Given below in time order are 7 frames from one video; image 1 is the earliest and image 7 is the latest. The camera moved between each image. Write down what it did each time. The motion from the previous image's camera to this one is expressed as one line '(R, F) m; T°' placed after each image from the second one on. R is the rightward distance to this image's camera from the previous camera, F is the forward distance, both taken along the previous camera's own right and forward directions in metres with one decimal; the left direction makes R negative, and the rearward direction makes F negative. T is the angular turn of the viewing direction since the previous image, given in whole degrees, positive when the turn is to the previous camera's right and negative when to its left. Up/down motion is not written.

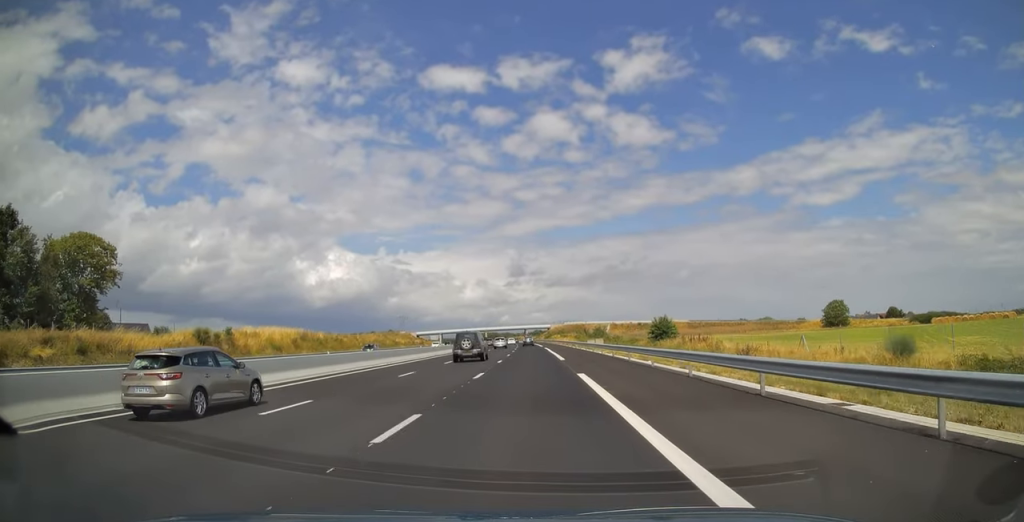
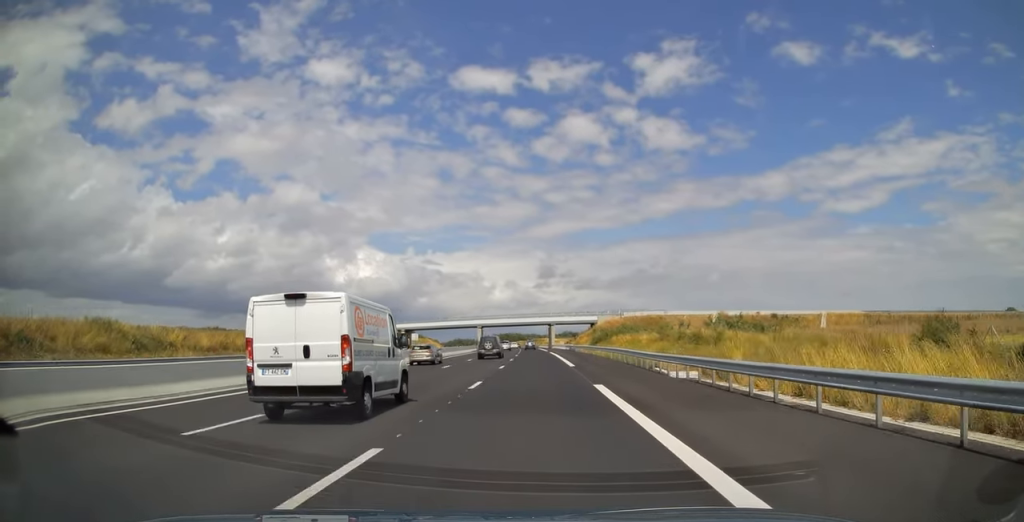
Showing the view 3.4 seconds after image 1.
(-1.1, +108.3) m; -2°
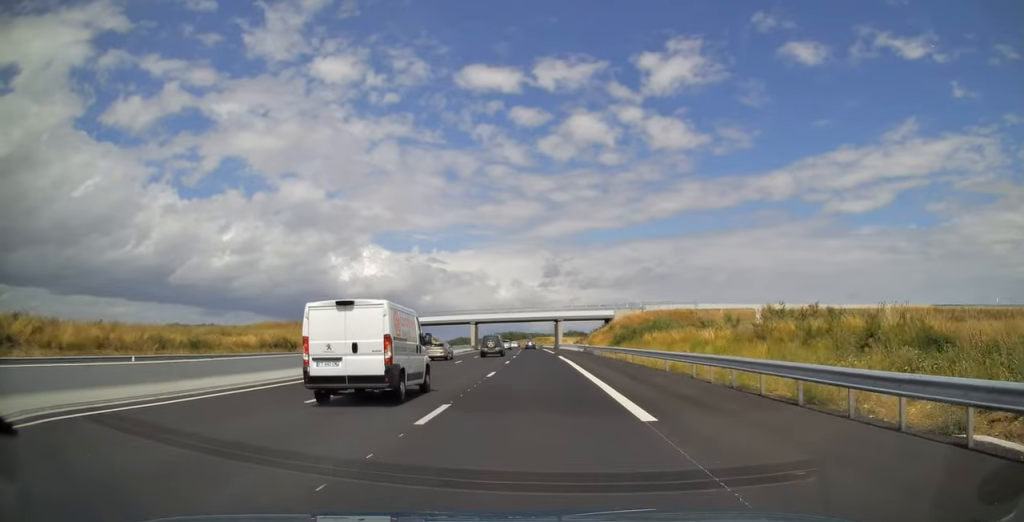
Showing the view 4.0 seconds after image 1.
(-0.3, +21.1) m; -1°
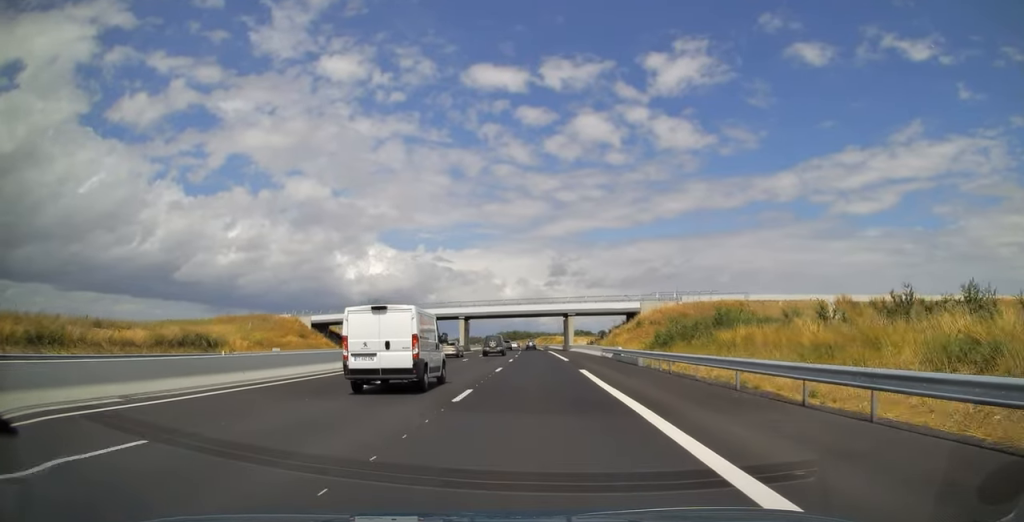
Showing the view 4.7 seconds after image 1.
(-0.1, +22.7) m; 0°
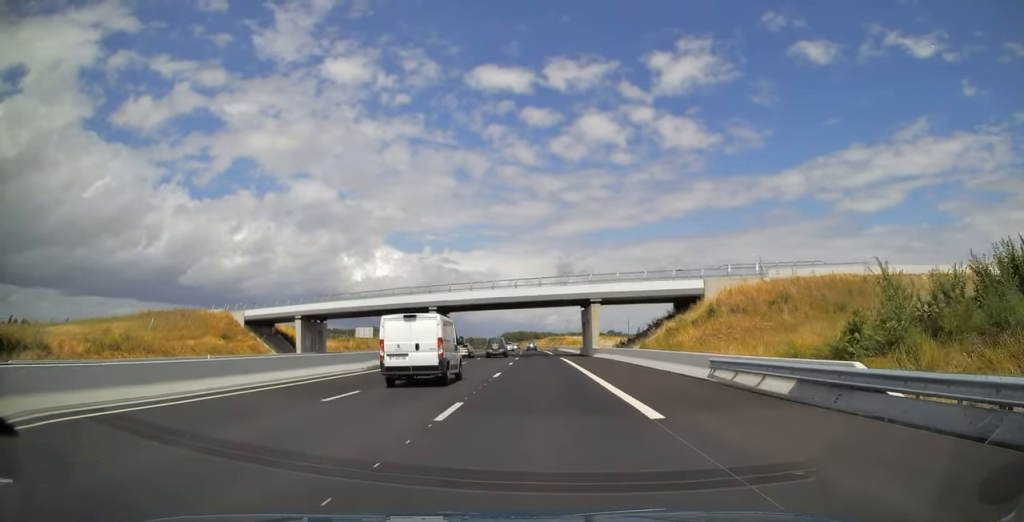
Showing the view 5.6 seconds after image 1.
(-0.1, +29.2) m; 0°
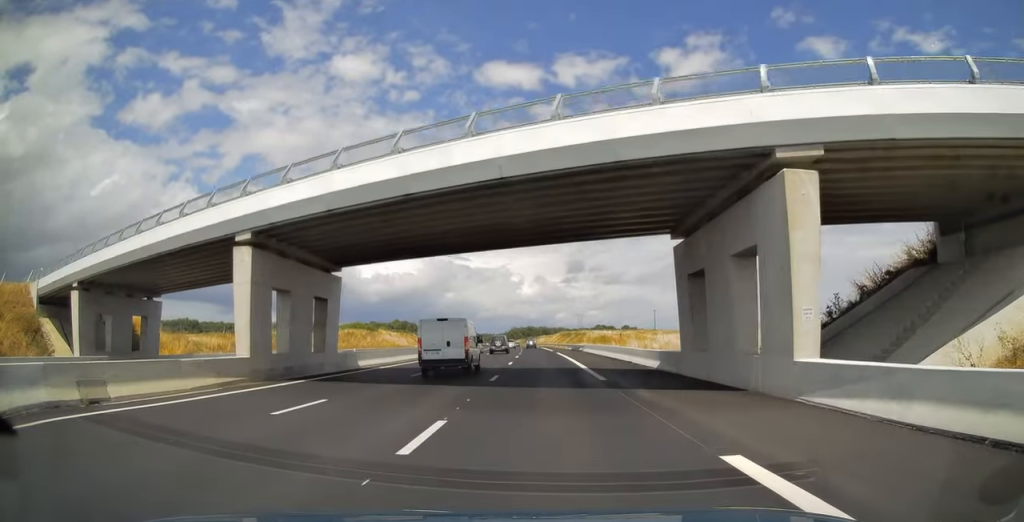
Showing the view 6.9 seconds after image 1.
(-0.2, +42.6) m; -1°
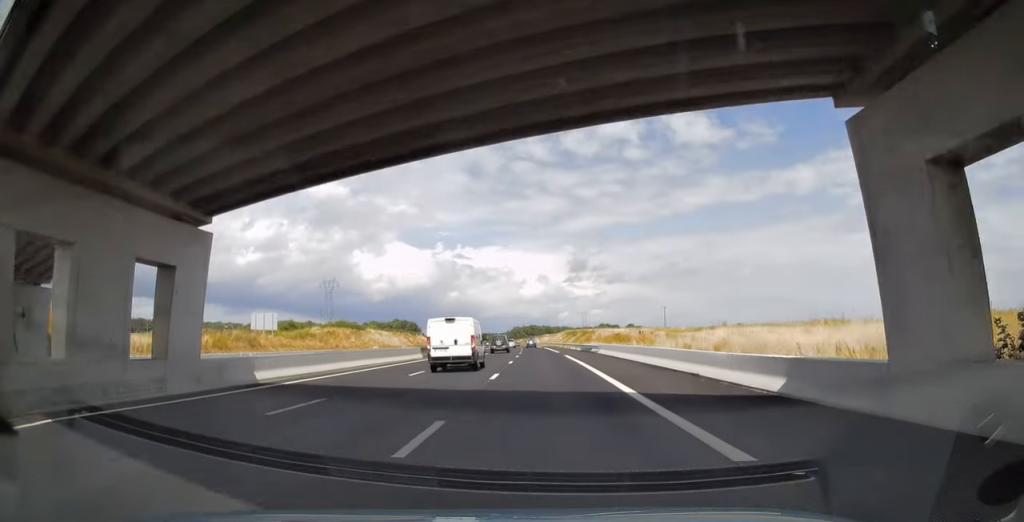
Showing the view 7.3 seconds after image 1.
(+0.1, +13.5) m; 0°
